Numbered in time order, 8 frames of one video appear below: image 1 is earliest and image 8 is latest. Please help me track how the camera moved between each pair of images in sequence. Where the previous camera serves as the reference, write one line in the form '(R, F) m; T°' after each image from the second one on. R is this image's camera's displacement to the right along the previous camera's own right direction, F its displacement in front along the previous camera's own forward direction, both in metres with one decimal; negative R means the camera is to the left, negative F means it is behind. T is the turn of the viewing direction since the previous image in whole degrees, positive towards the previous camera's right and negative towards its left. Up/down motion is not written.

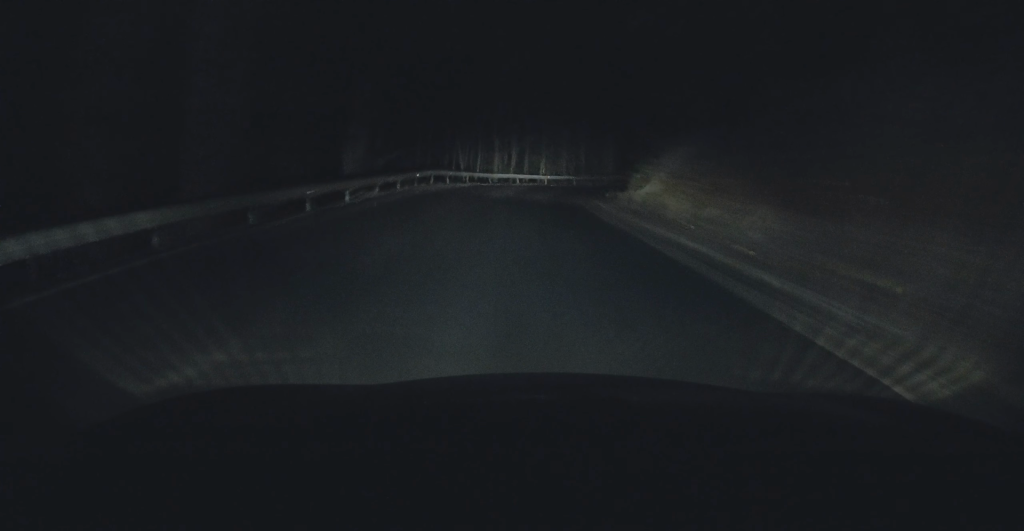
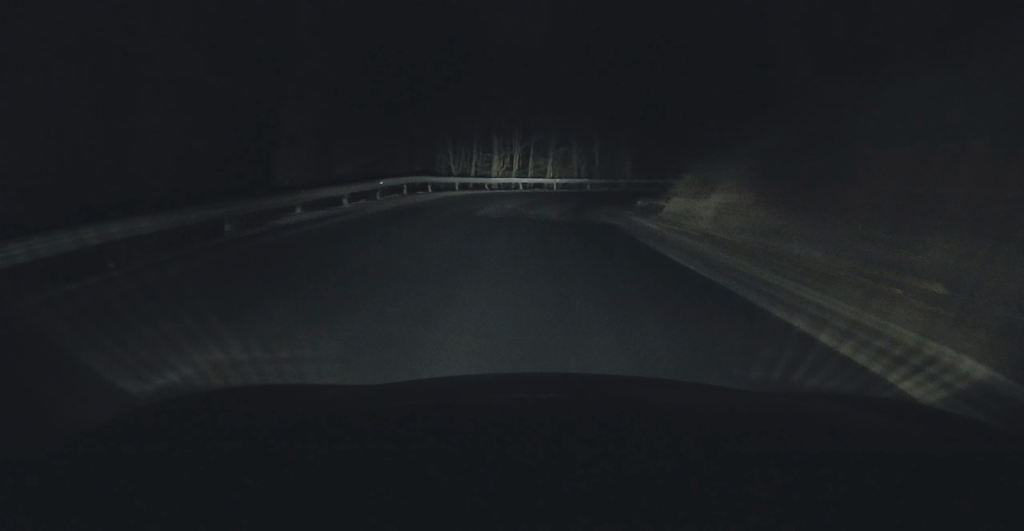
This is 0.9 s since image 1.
(+0.8, +8.7) m; +6°
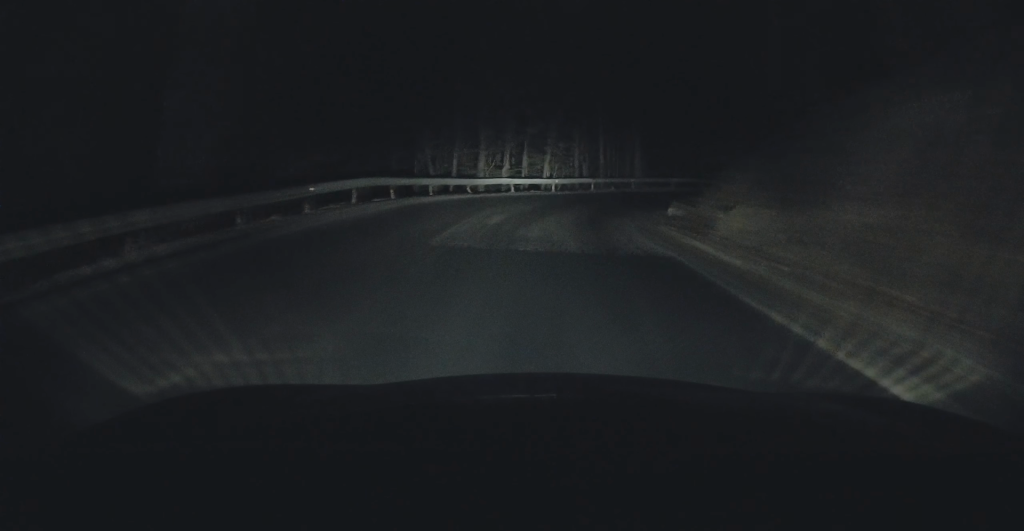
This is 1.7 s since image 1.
(+0.8, +6.9) m; 0°
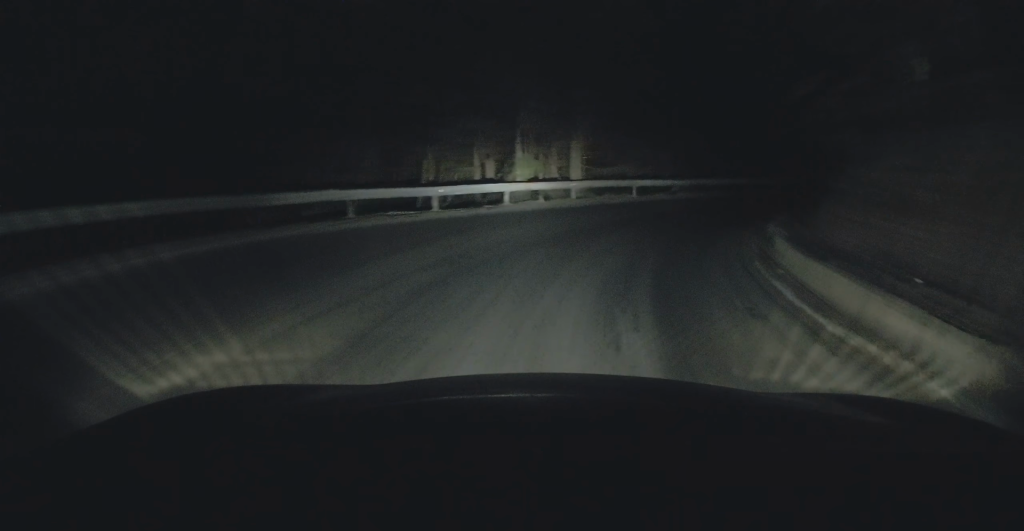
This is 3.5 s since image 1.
(-1.9, +16.4) m; +5°
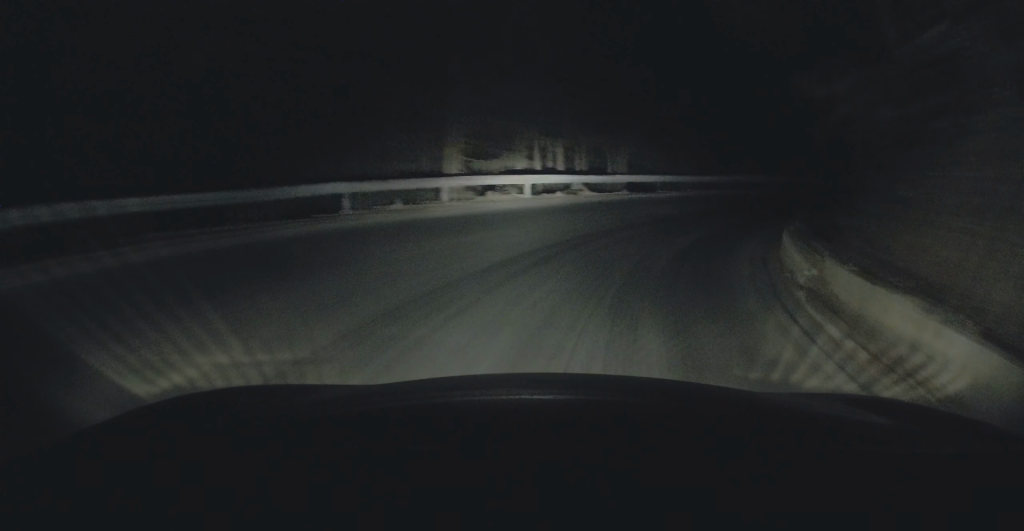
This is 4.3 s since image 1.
(+1.2, +7.1) m; +8°
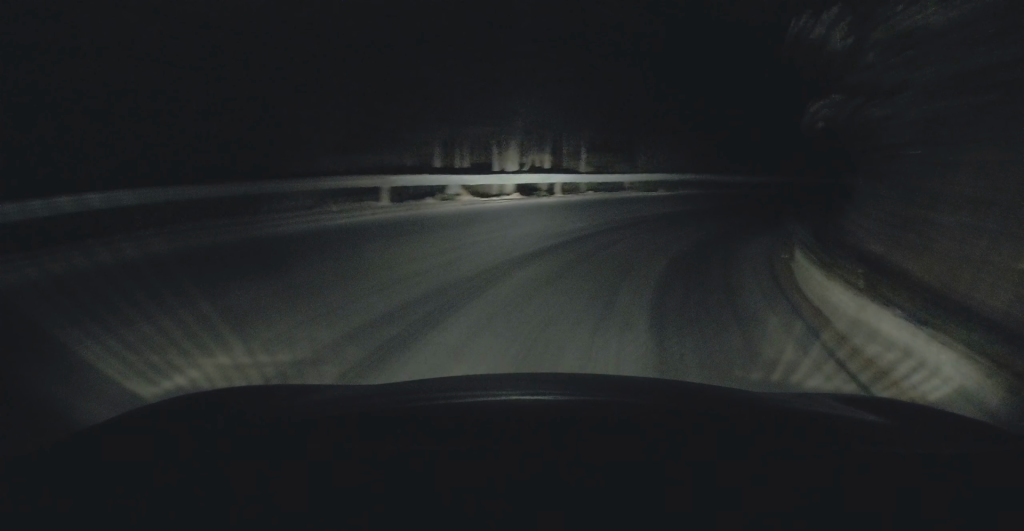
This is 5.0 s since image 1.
(+0.1, +5.5) m; +6°
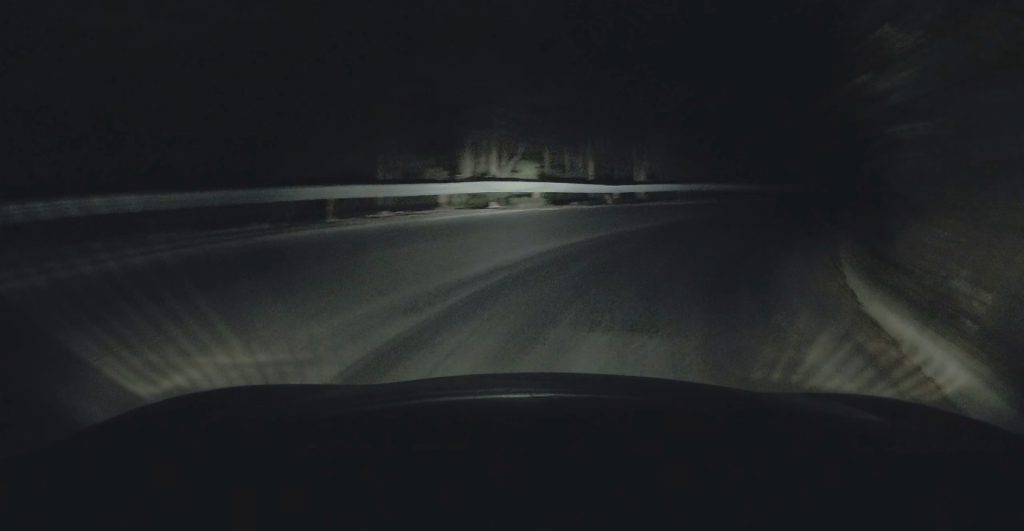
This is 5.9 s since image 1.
(+0.6, +7.4) m; +11°
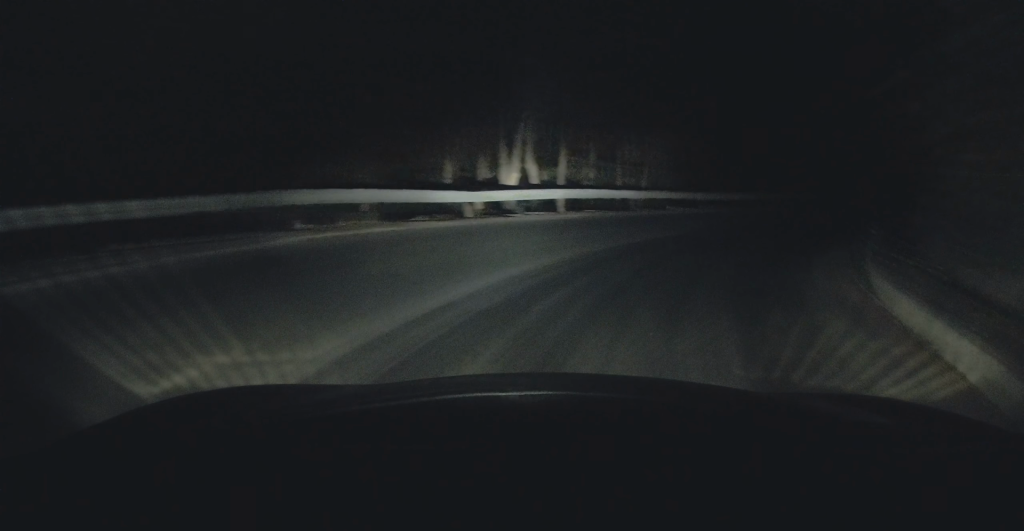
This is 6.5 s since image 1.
(+0.4, +4.7) m; +9°
